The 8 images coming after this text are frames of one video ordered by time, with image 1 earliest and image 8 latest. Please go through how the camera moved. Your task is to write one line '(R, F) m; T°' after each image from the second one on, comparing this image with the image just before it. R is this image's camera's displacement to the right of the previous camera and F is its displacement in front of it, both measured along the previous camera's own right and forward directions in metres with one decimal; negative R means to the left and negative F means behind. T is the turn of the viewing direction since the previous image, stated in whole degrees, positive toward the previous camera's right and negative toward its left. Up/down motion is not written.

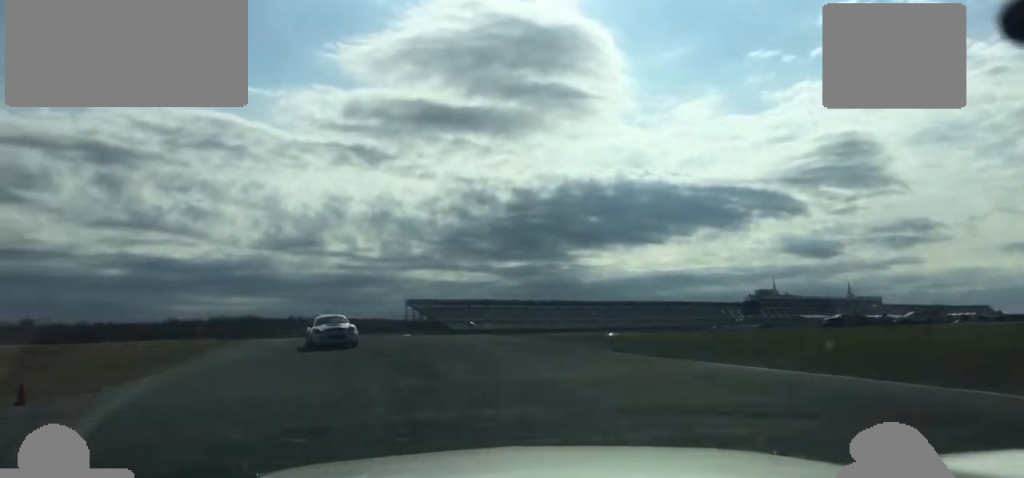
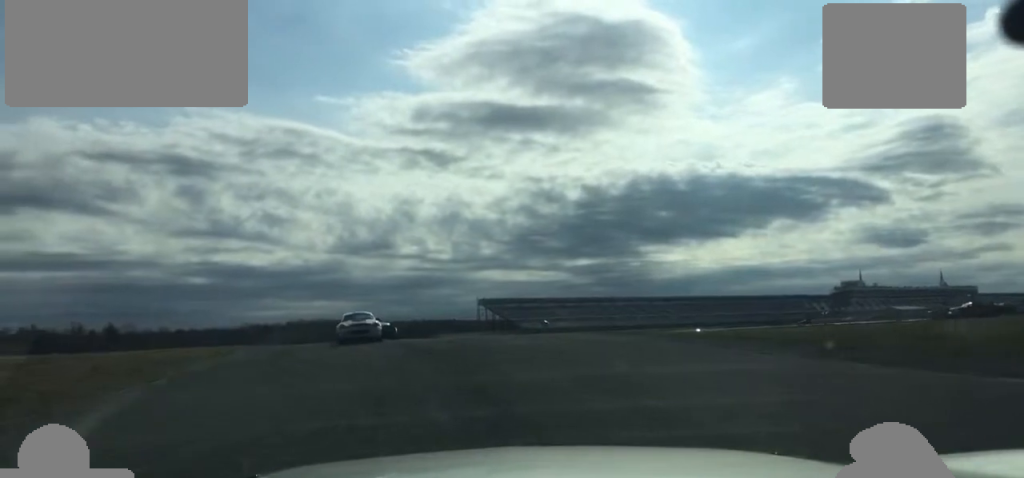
(-0.3, +10.6) m; -4°
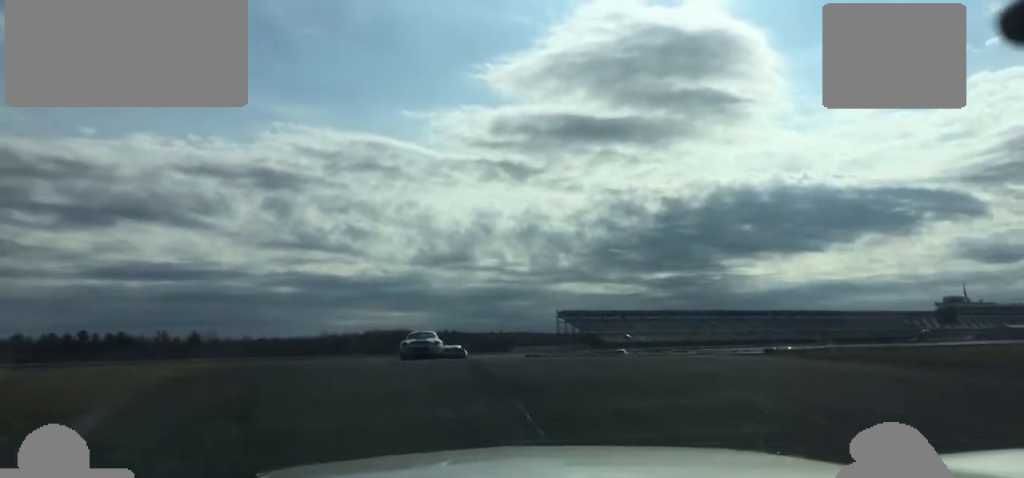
(-0.7, +12.9) m; -3°
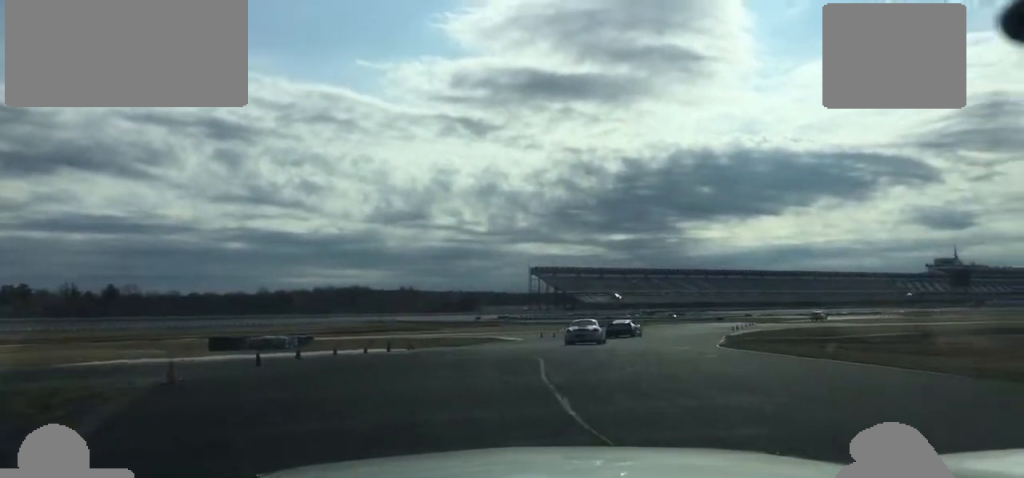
(+0.6, +52.9) m; +7°
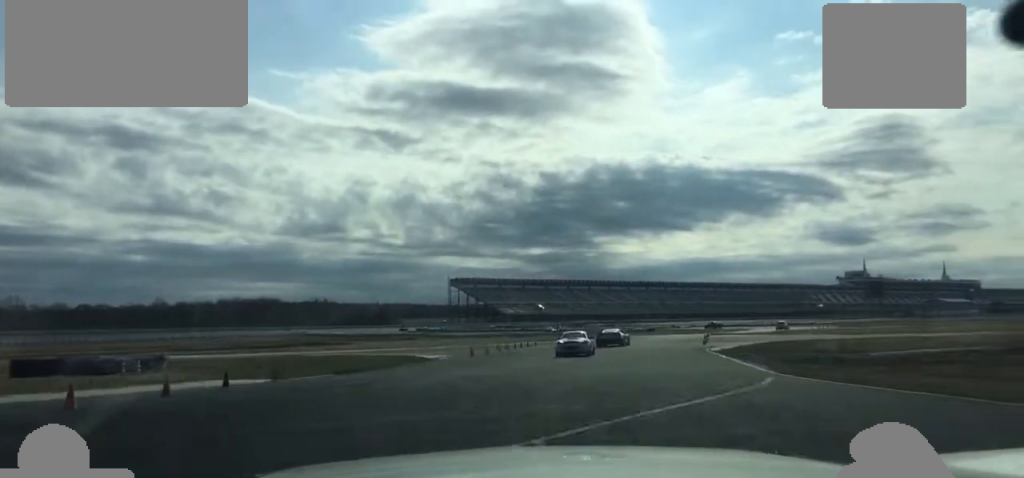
(+0.6, +14.9) m; +4°
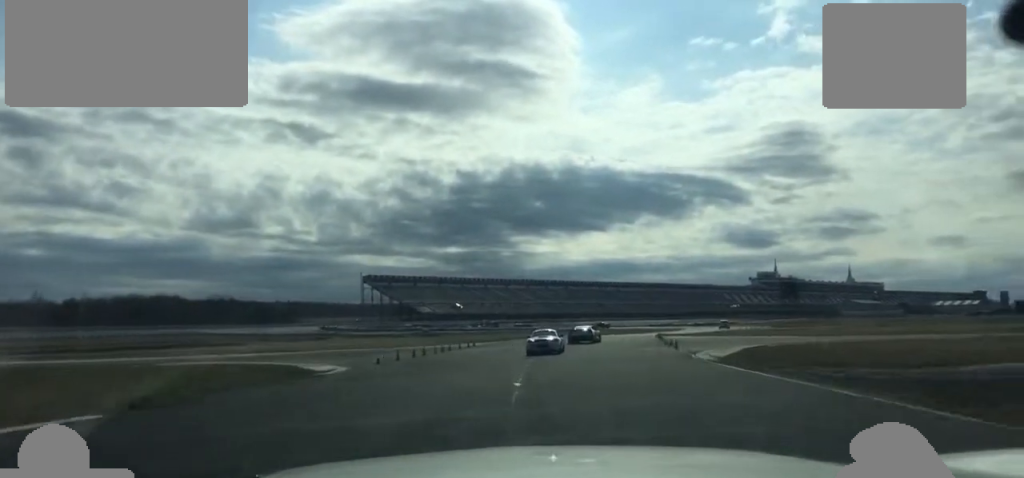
(+0.3, +13.5) m; +4°
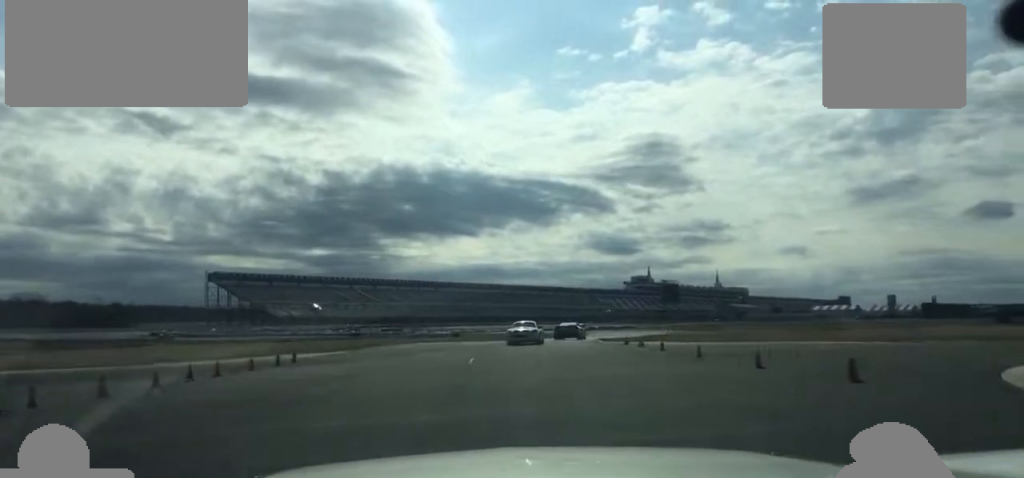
(+3.1, +32.0) m; +10°
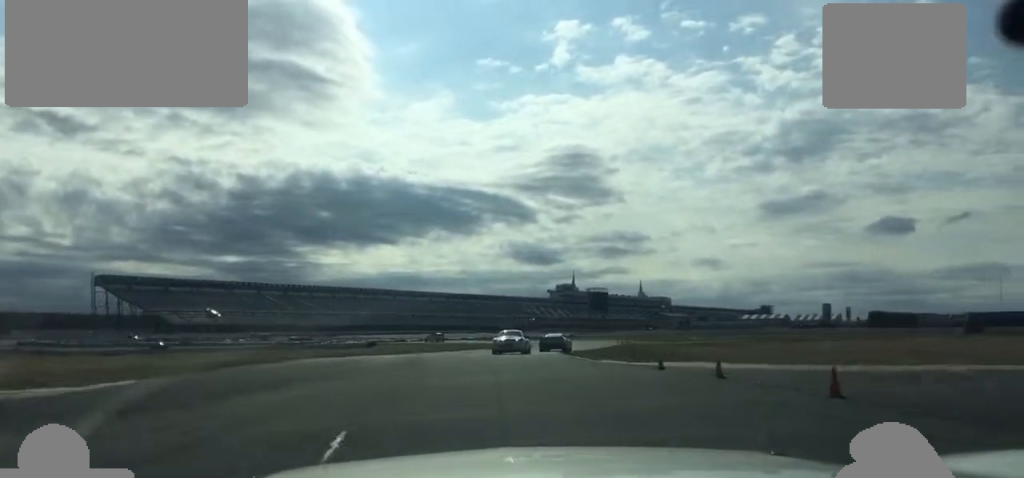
(+0.8, +19.3) m; +5°
